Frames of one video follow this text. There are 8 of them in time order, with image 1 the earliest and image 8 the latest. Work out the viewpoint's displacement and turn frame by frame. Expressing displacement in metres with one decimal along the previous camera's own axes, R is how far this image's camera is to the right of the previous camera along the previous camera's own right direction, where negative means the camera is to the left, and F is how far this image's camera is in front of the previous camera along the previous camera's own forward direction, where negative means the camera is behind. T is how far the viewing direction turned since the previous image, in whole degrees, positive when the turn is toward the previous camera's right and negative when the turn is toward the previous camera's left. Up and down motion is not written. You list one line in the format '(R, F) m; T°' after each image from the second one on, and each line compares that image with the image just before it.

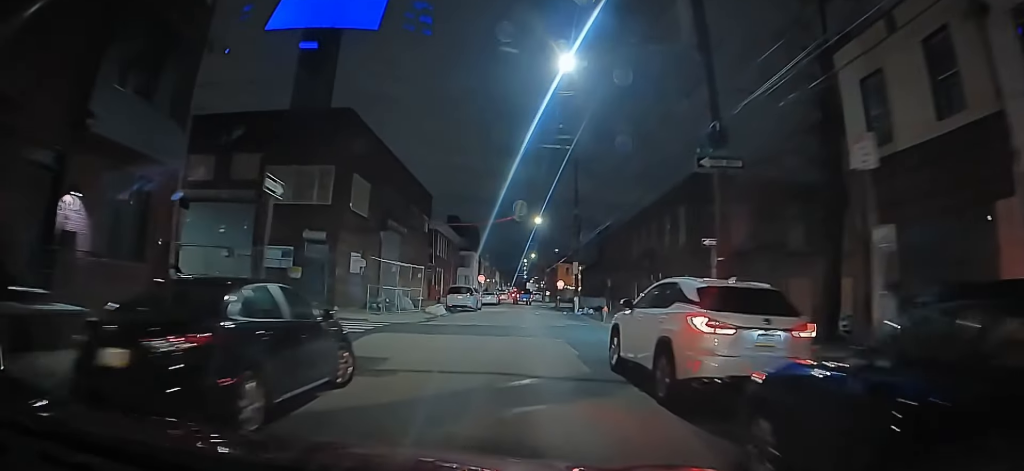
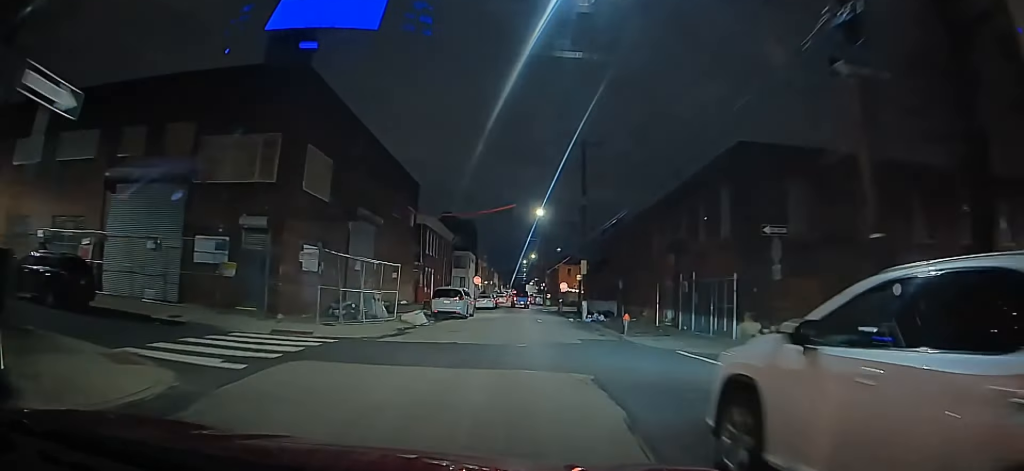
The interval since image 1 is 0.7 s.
(0.0, +5.9) m; 0°
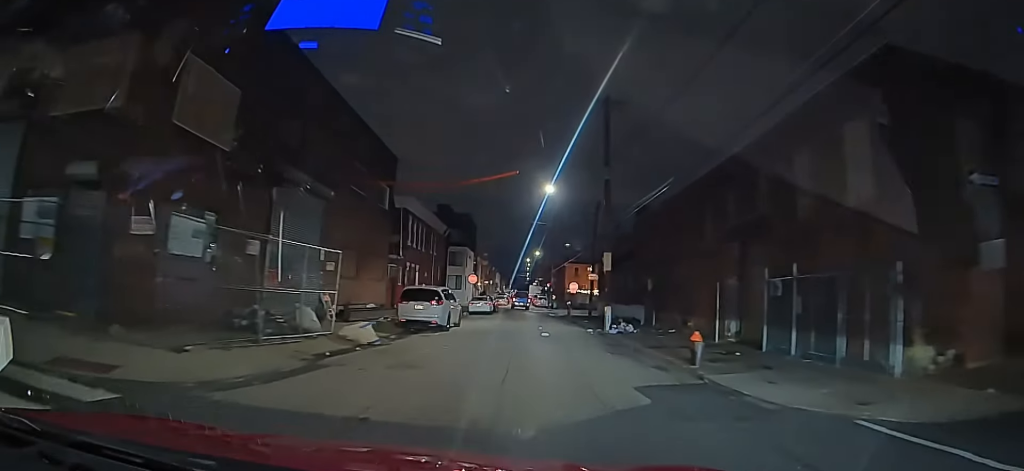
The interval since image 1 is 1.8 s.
(0.0, +10.0) m; -1°
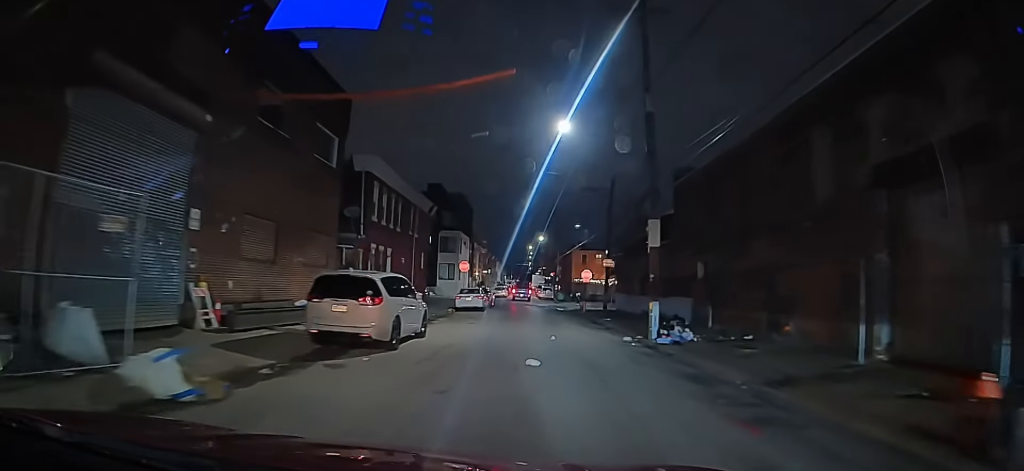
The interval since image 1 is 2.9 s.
(-0.1, +9.3) m; -1°
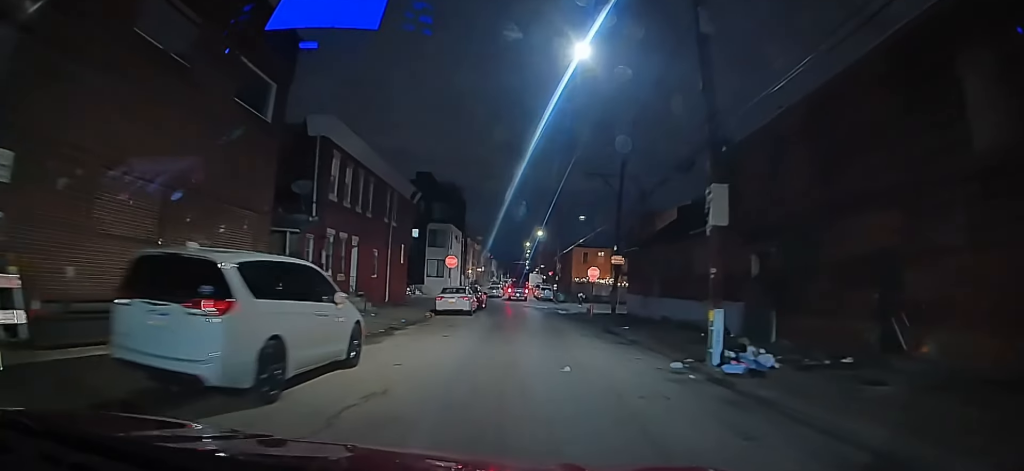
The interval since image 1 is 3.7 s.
(0.0, +5.7) m; 0°
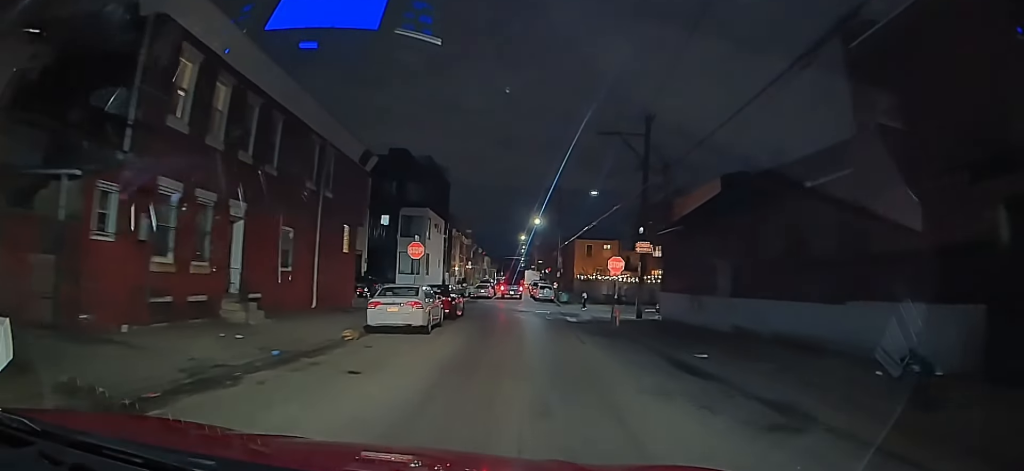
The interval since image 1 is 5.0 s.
(0.0, +9.7) m; 0°
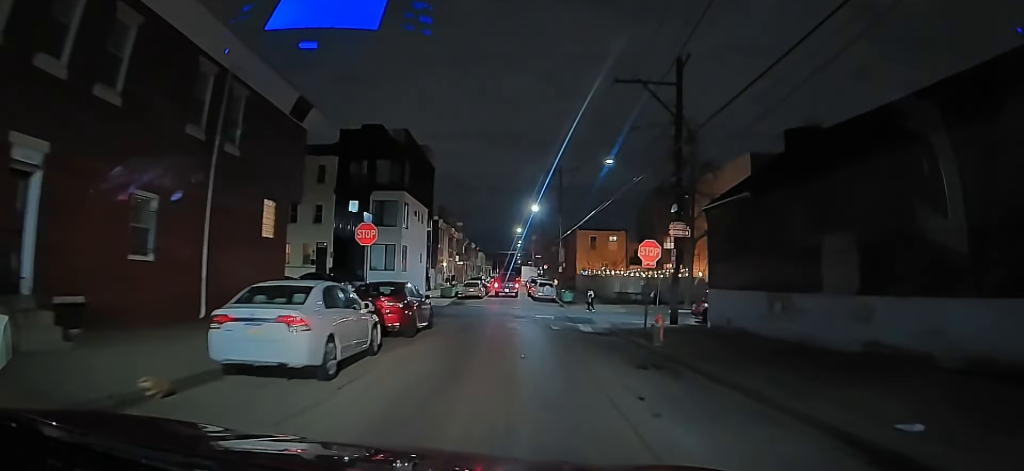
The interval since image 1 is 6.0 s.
(+0.1, +6.2) m; 0°
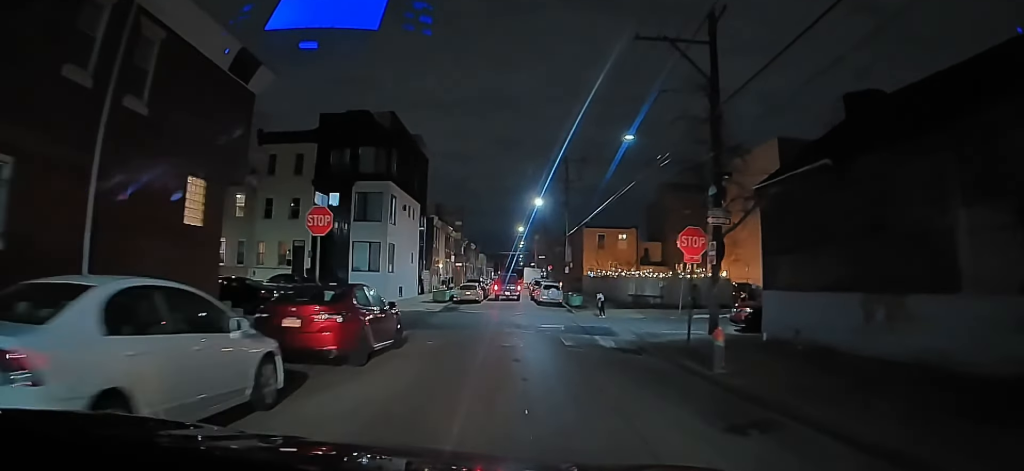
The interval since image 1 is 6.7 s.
(-0.1, +3.8) m; -2°
